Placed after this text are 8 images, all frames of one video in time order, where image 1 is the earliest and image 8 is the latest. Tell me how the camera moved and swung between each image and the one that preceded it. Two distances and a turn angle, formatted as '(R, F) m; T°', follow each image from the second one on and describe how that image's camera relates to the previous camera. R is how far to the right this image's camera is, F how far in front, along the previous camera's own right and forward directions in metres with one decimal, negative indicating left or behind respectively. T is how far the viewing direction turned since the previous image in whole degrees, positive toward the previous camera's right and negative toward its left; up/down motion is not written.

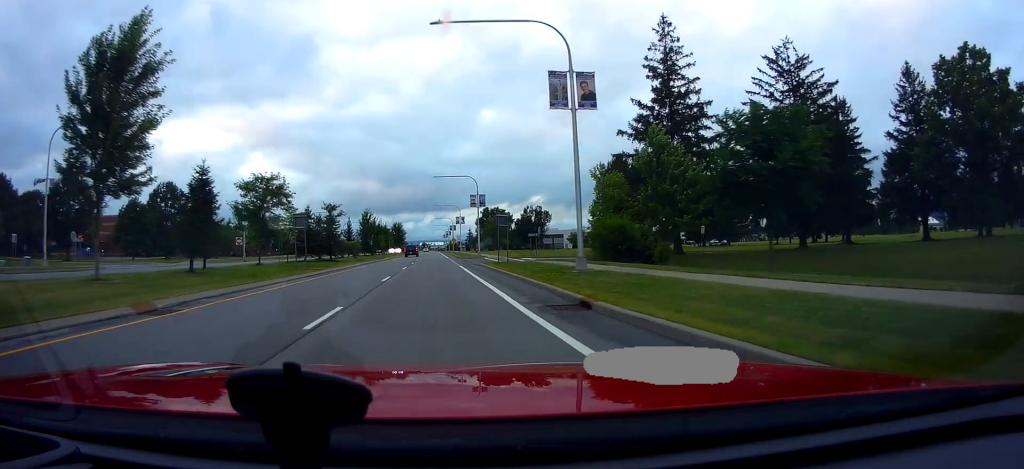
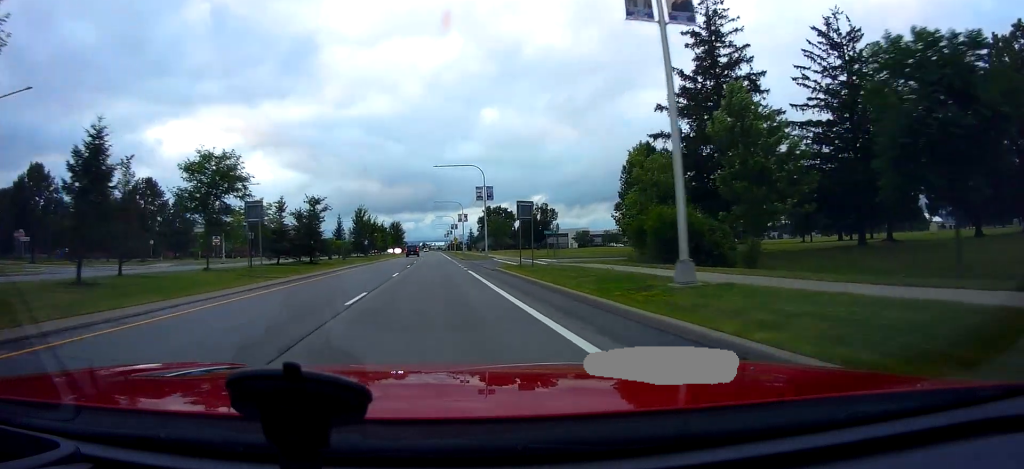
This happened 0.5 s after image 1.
(+0.3, +8.8) m; 0°
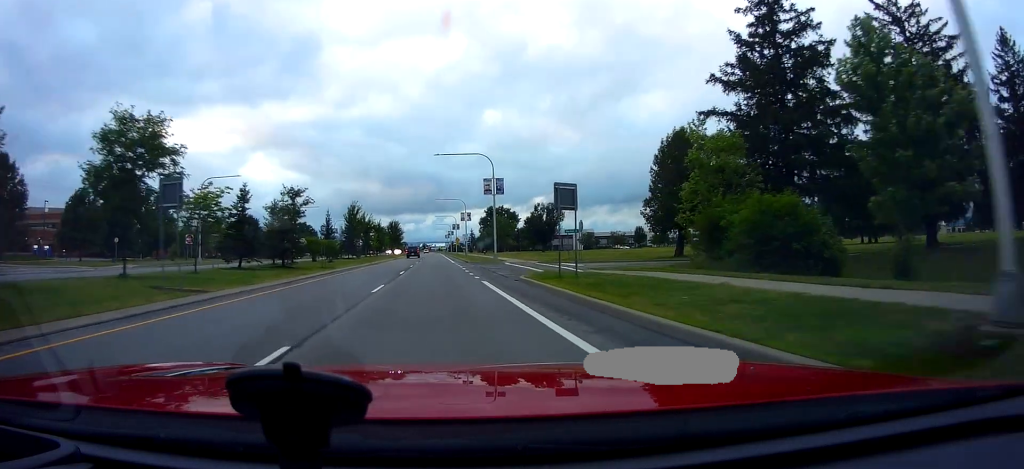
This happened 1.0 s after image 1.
(0.0, +8.2) m; 0°
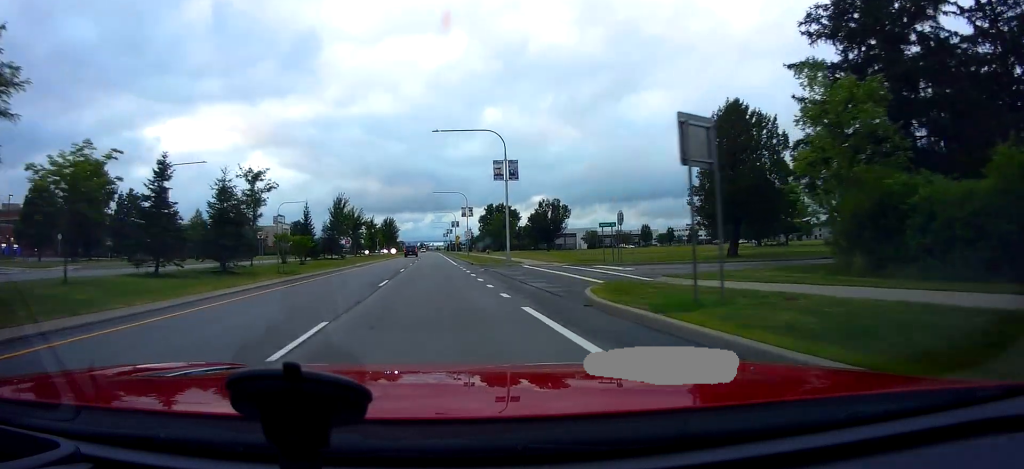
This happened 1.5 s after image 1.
(-0.4, +9.9) m; 0°
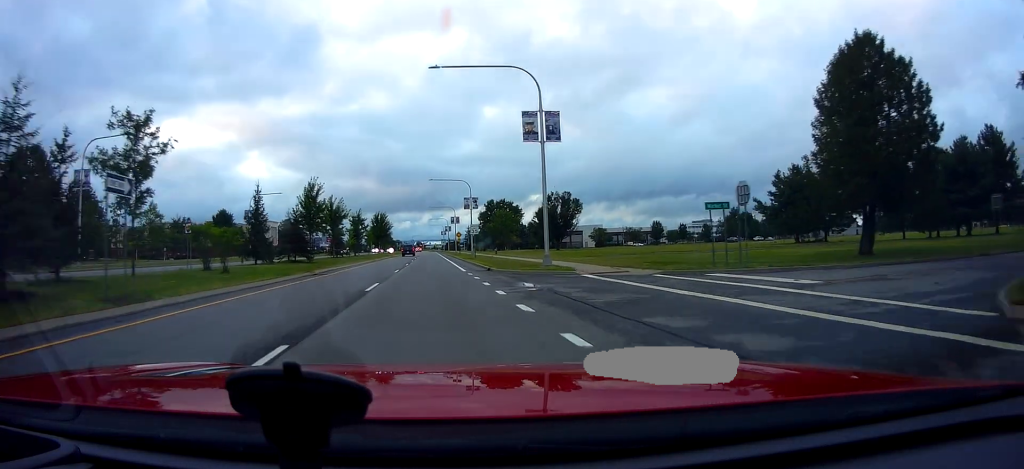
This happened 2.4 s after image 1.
(+0.3, +14.6) m; 0°
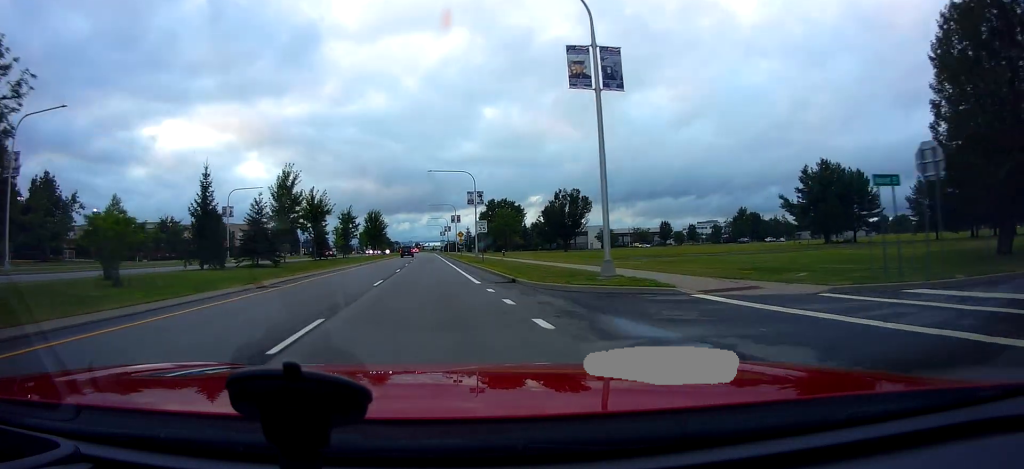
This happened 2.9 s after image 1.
(+0.1, +9.4) m; 0°
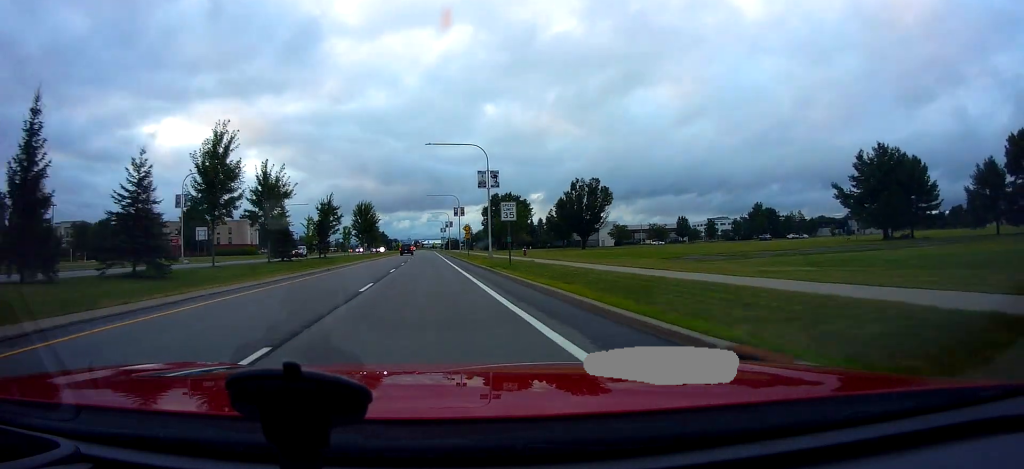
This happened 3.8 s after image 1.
(-0.4, +15.5) m; 0°
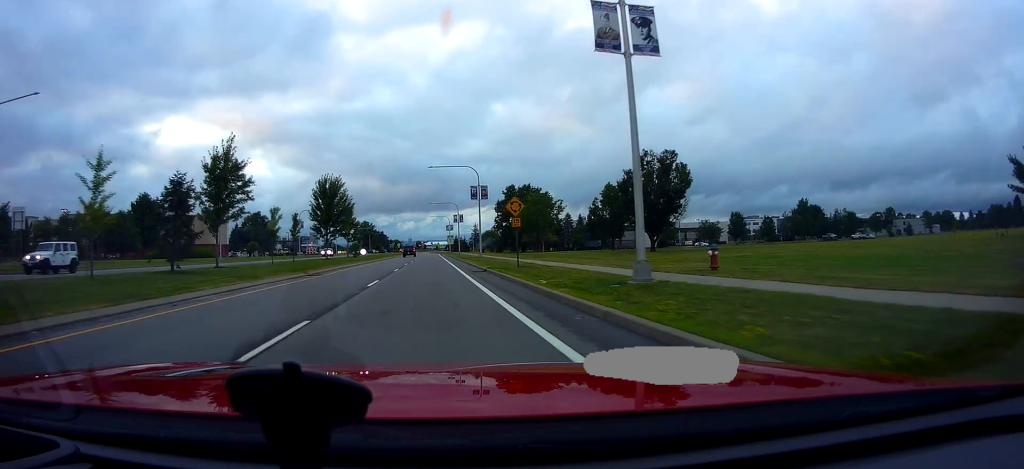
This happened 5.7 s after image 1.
(-0.2, +34.8) m; 0°
